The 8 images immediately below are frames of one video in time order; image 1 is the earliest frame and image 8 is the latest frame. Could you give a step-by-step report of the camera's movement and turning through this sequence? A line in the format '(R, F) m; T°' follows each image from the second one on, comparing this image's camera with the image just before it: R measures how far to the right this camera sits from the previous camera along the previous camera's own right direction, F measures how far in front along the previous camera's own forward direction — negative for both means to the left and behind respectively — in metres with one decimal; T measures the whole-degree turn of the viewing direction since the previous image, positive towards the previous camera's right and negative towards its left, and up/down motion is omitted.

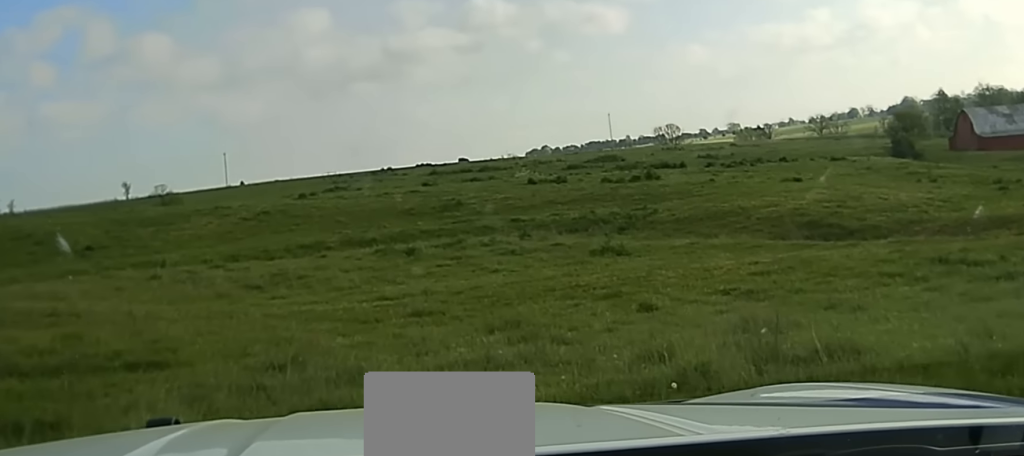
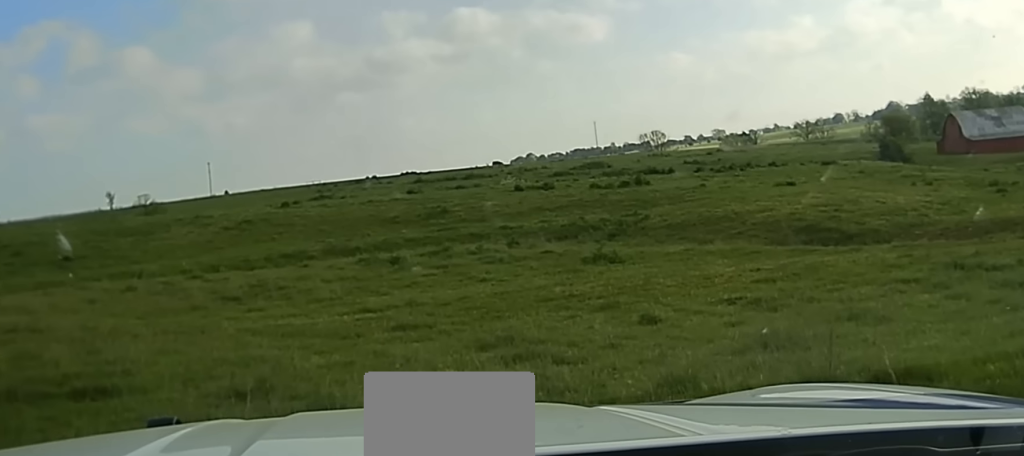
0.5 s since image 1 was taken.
(+0.2, +1.3) m; +3°
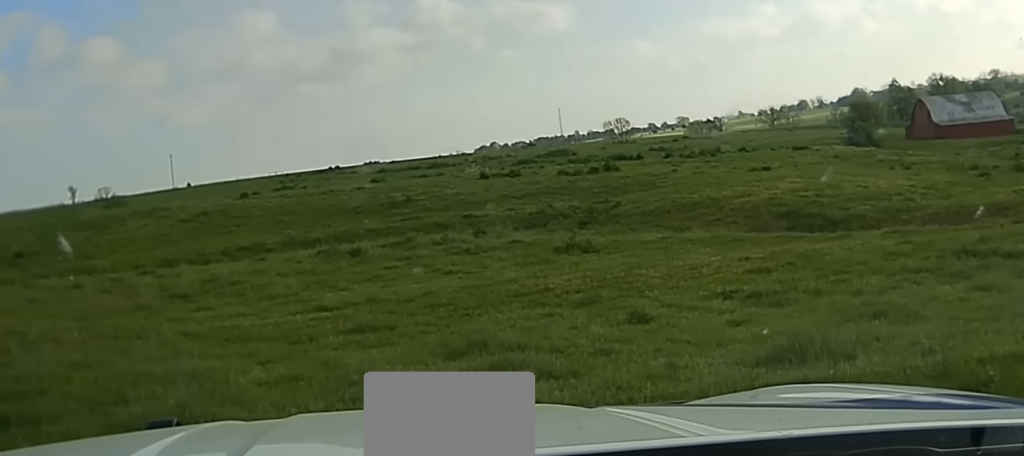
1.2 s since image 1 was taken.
(+0.1, +2.3) m; +6°
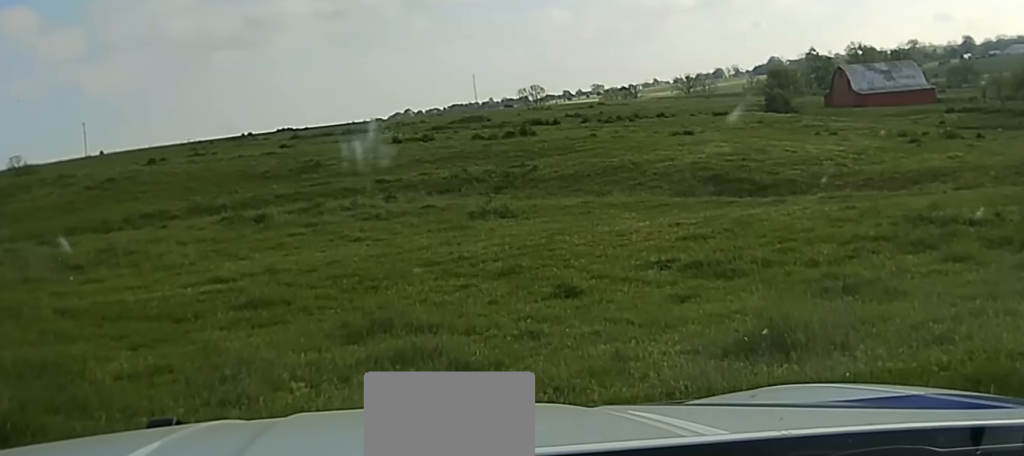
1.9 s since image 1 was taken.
(-0.1, +1.9) m; +6°
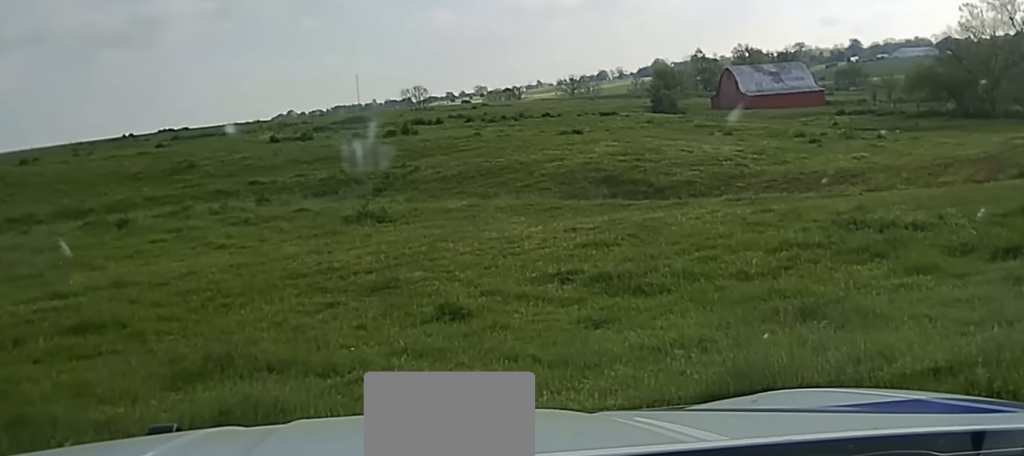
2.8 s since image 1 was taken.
(+0.5, +2.7) m; +11°
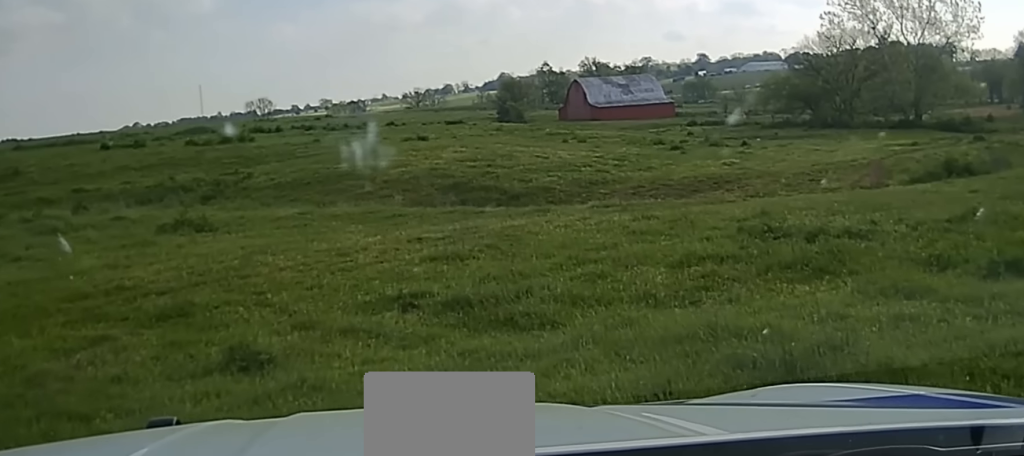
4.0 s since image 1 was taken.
(+0.3, +3.6) m; +12°
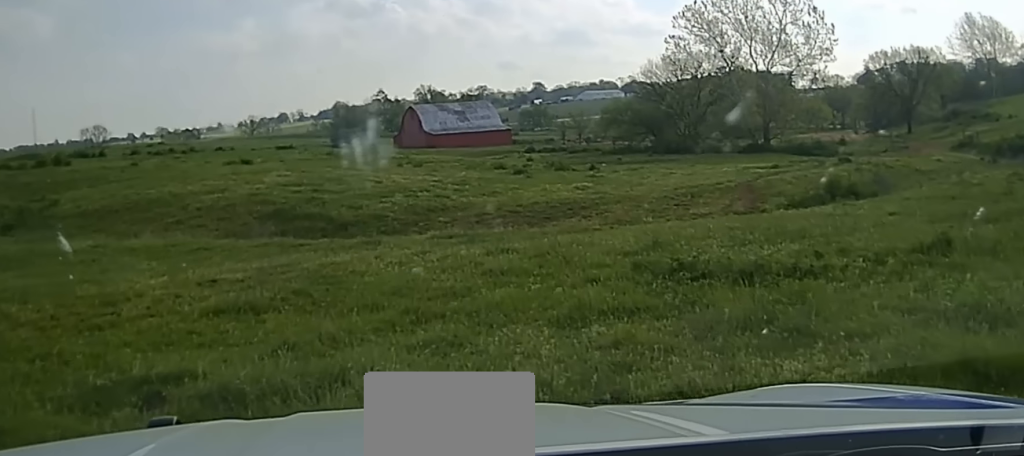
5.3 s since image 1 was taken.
(+0.4, +3.7) m; +5°
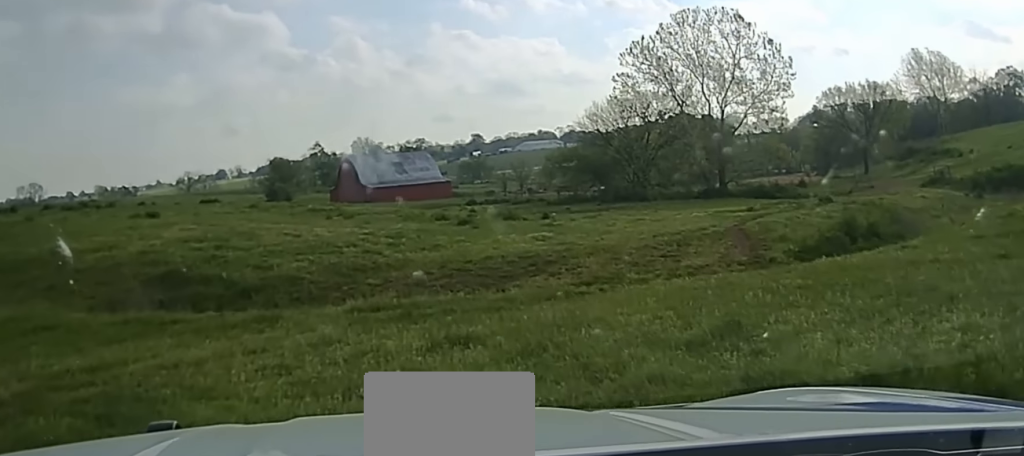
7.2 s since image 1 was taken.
(+0.1, +5.0) m; +4°
